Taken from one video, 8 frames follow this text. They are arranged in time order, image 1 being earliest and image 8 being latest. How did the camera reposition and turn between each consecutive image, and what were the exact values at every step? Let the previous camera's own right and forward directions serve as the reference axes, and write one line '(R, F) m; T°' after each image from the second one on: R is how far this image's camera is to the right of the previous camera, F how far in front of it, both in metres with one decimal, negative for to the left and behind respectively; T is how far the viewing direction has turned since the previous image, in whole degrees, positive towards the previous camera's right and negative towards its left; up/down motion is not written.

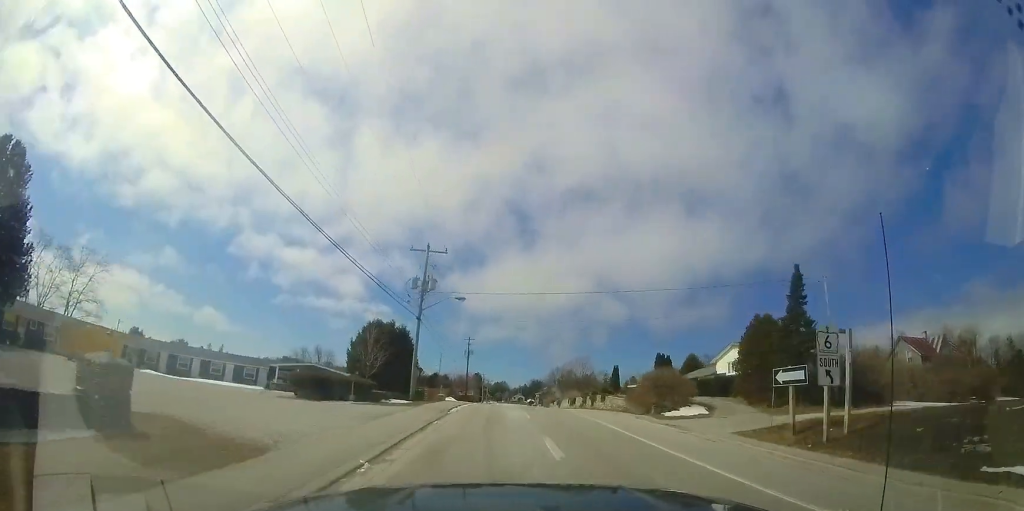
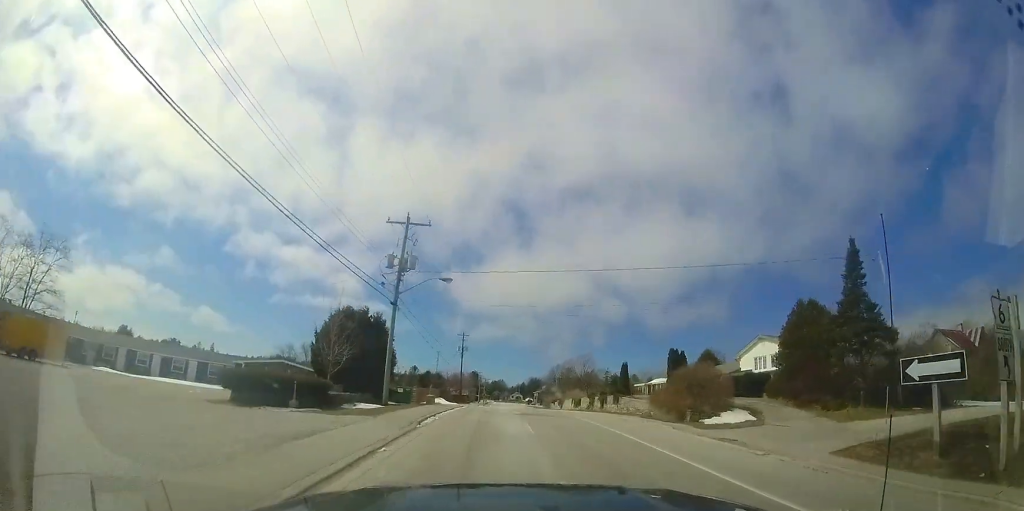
(-0.6, +5.6) m; -3°
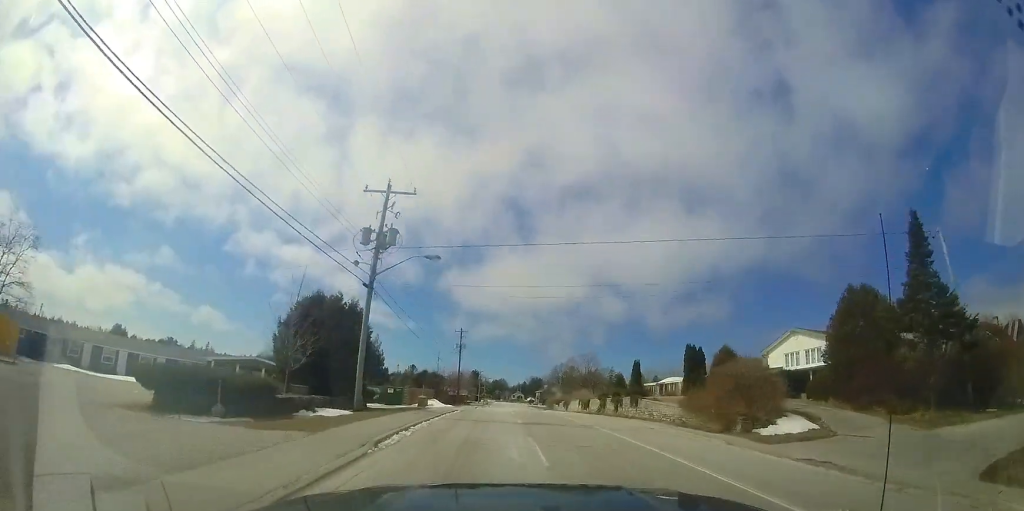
(-0.2, +4.6) m; -2°
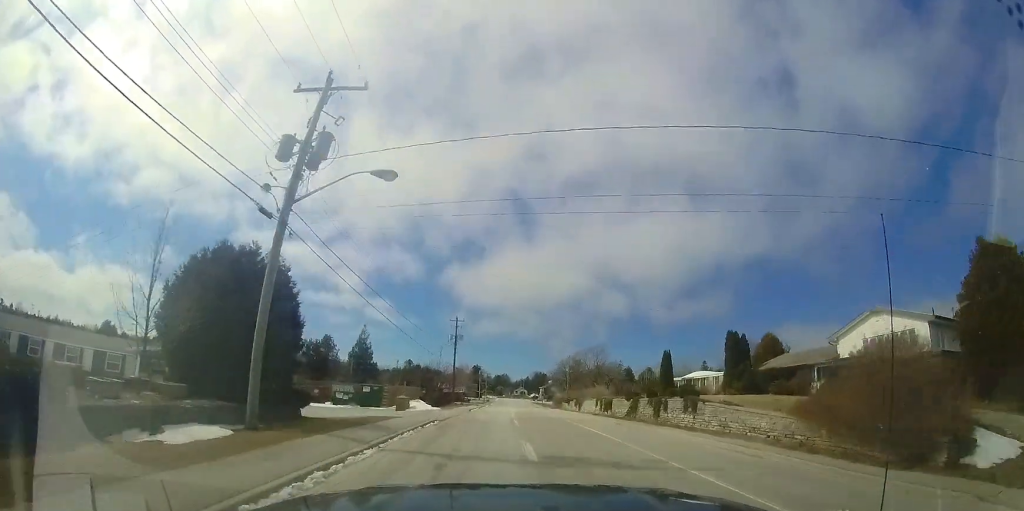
(+0.2, +8.8) m; -1°
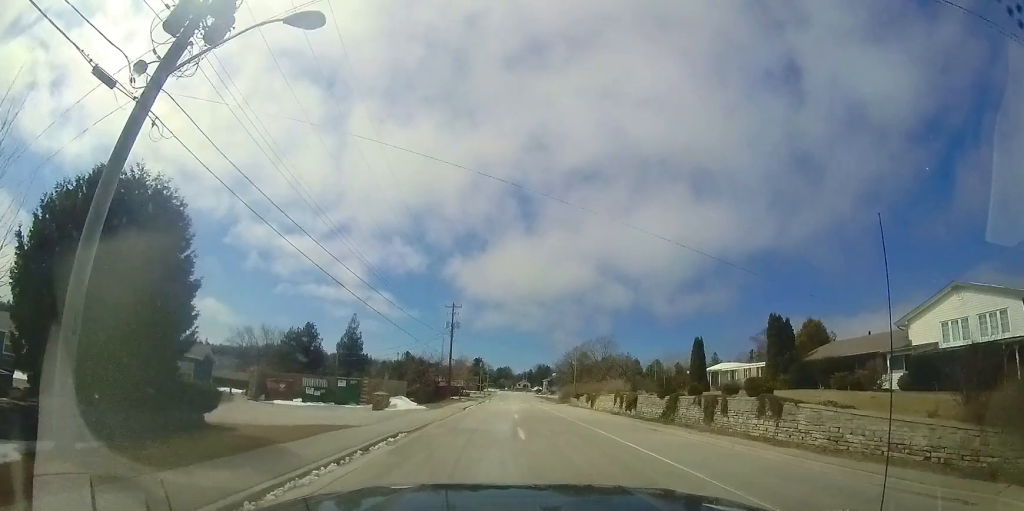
(-0.2, +6.3) m; -3°
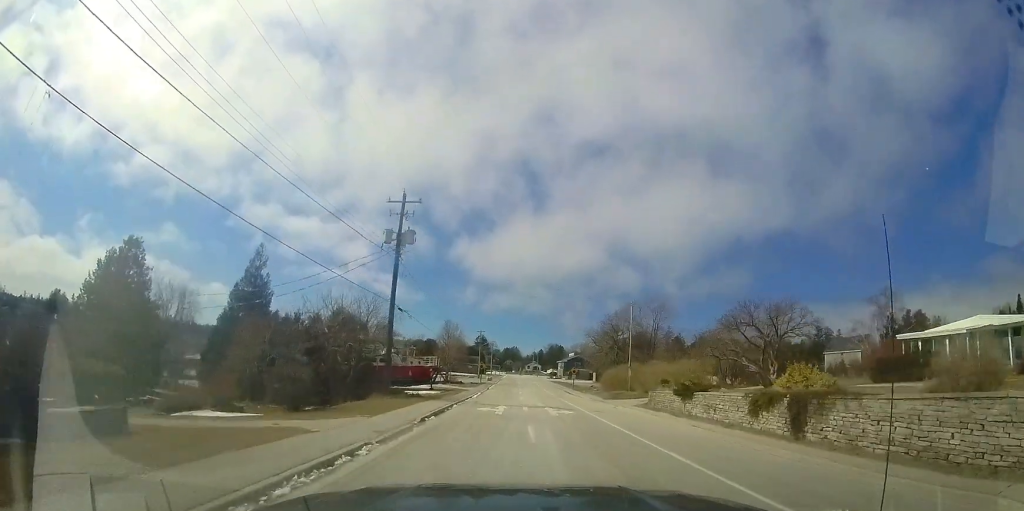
(-1.6, +29.5) m; -5°
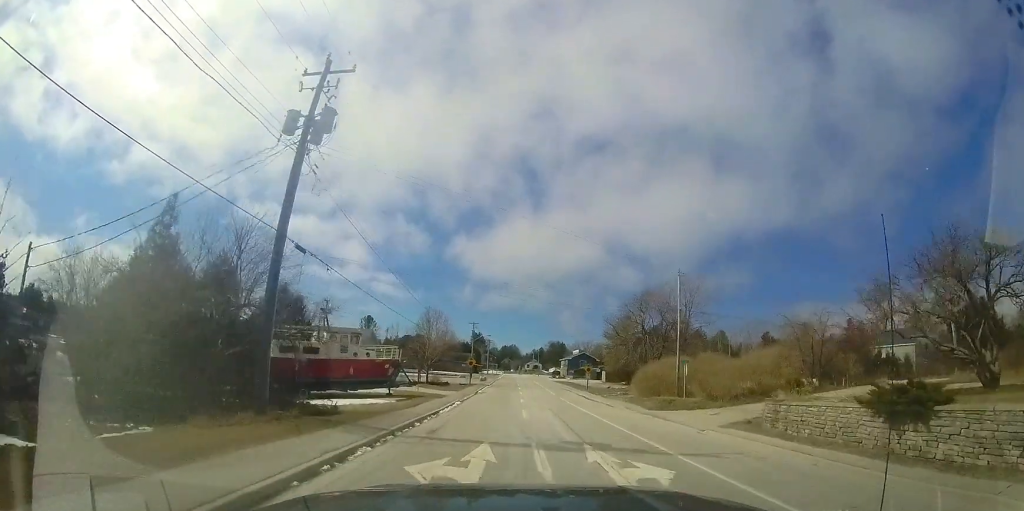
(-0.5, +12.8) m; -1°
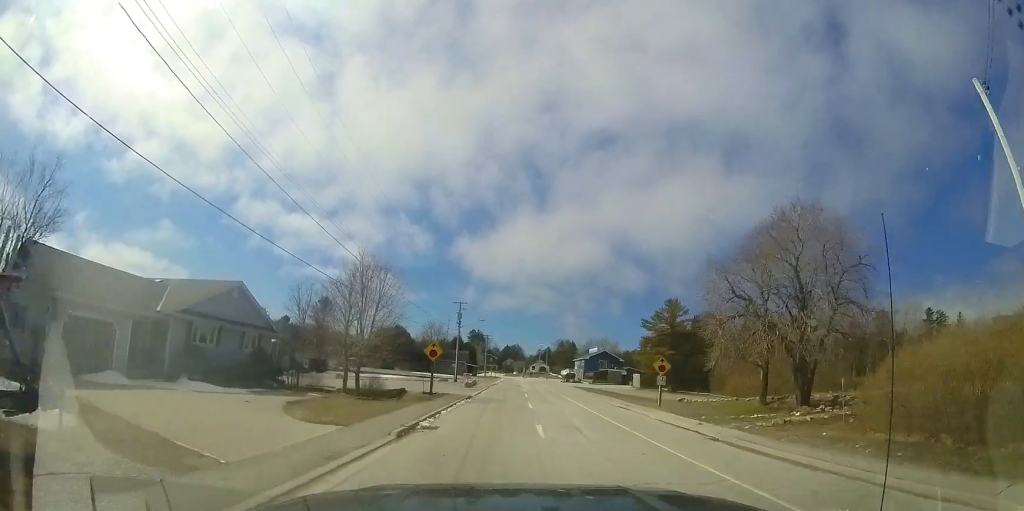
(+0.3, +23.4) m; +1°
